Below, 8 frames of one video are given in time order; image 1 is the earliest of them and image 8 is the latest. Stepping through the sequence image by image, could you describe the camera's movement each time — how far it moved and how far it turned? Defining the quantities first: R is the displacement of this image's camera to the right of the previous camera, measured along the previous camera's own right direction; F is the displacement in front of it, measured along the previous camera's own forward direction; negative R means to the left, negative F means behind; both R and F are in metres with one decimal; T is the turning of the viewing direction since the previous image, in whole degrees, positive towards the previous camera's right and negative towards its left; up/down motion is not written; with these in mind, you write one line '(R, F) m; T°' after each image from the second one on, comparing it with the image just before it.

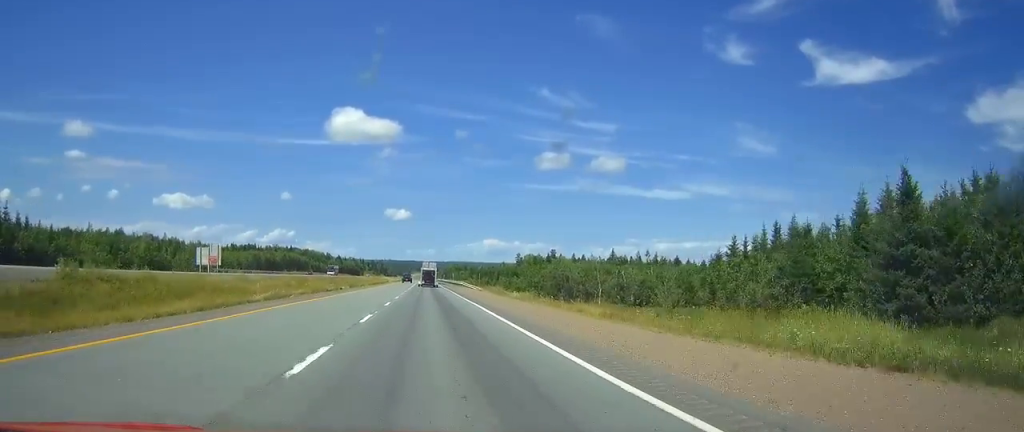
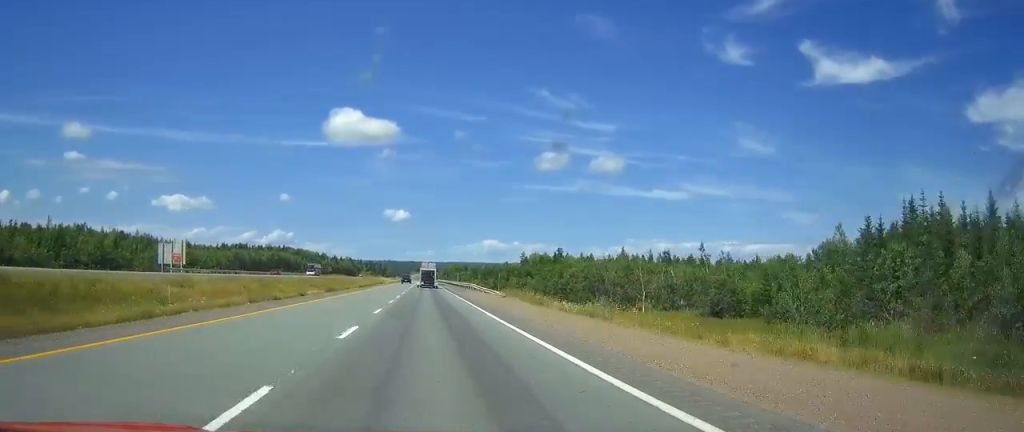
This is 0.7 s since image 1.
(0.0, +22.9) m; 0°
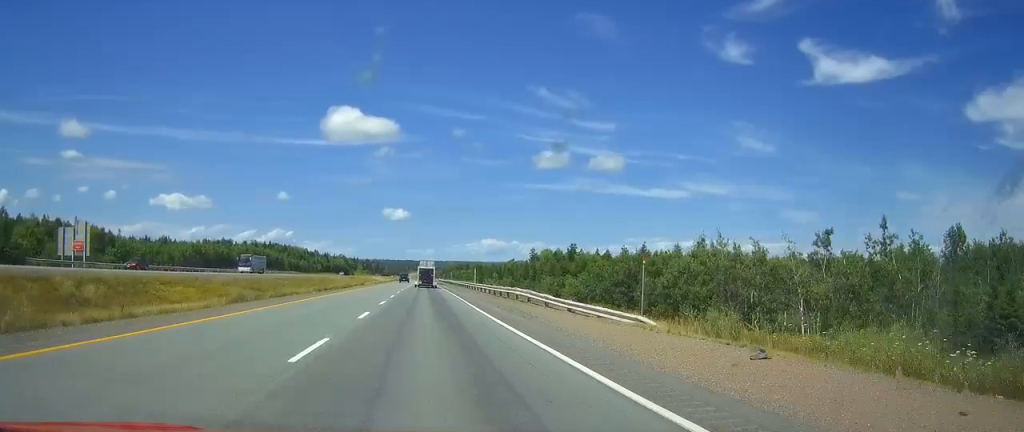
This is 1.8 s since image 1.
(0.0, +39.8) m; 0°
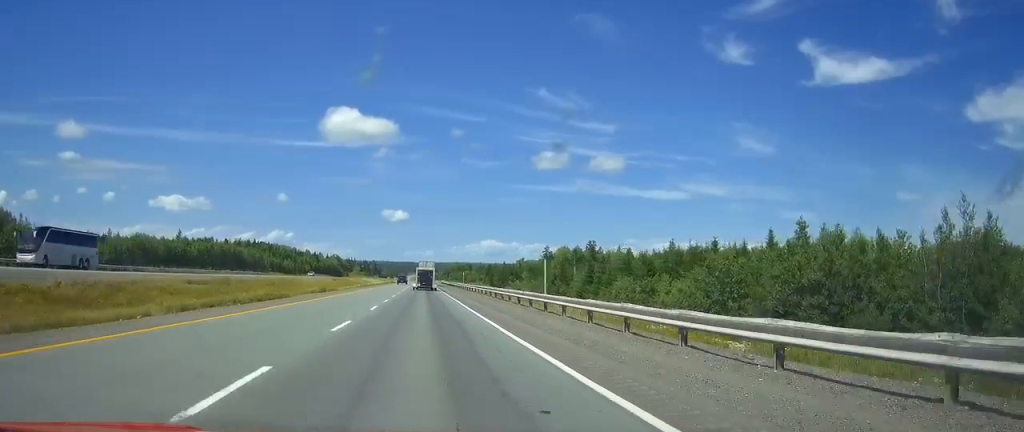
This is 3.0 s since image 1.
(0.0, +40.8) m; 0°
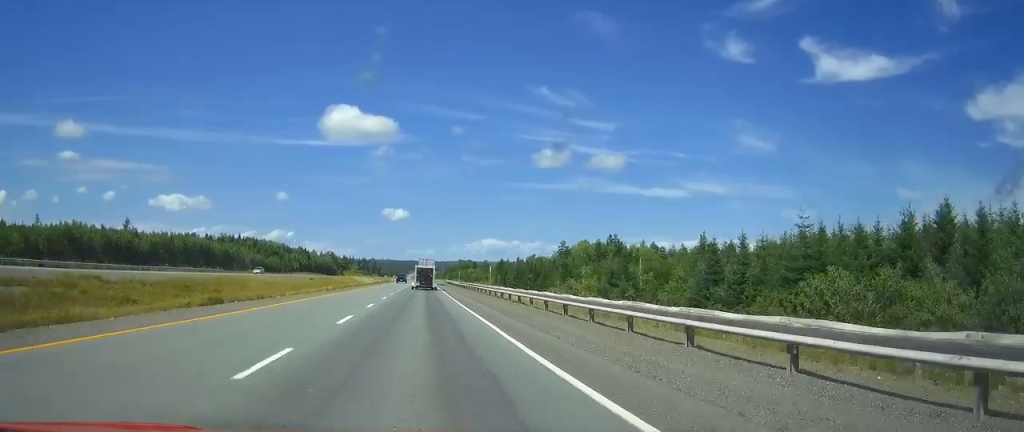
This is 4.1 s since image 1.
(0.0, +35.1) m; 0°
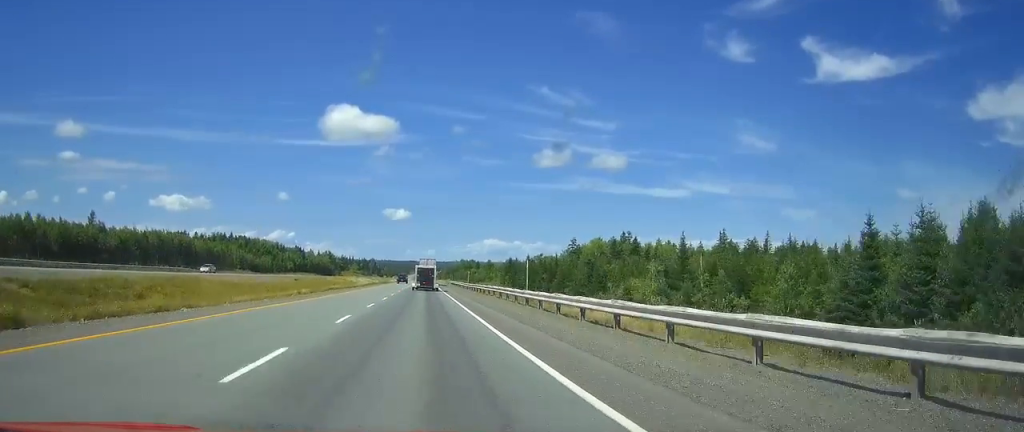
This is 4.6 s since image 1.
(0.0, +18.1) m; 0°
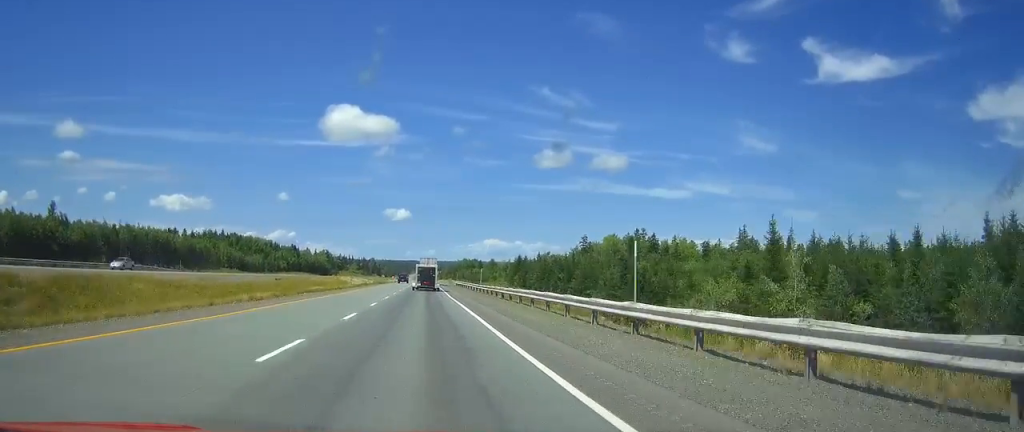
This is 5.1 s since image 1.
(0.0, +17.0) m; 0°
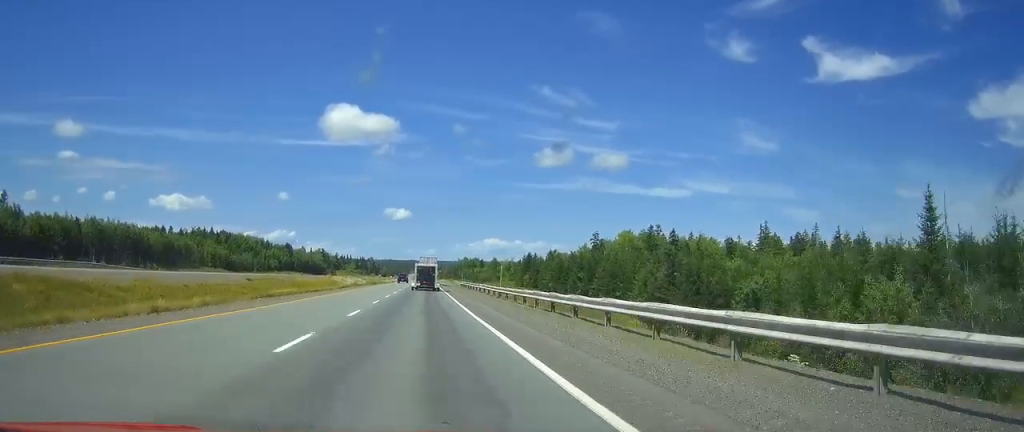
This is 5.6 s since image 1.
(-0.1, +17.0) m; 0°
